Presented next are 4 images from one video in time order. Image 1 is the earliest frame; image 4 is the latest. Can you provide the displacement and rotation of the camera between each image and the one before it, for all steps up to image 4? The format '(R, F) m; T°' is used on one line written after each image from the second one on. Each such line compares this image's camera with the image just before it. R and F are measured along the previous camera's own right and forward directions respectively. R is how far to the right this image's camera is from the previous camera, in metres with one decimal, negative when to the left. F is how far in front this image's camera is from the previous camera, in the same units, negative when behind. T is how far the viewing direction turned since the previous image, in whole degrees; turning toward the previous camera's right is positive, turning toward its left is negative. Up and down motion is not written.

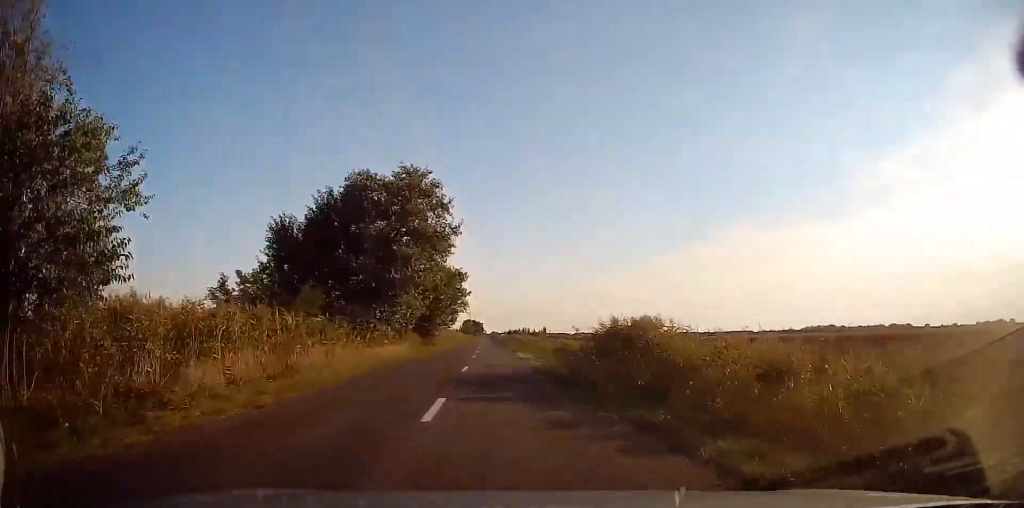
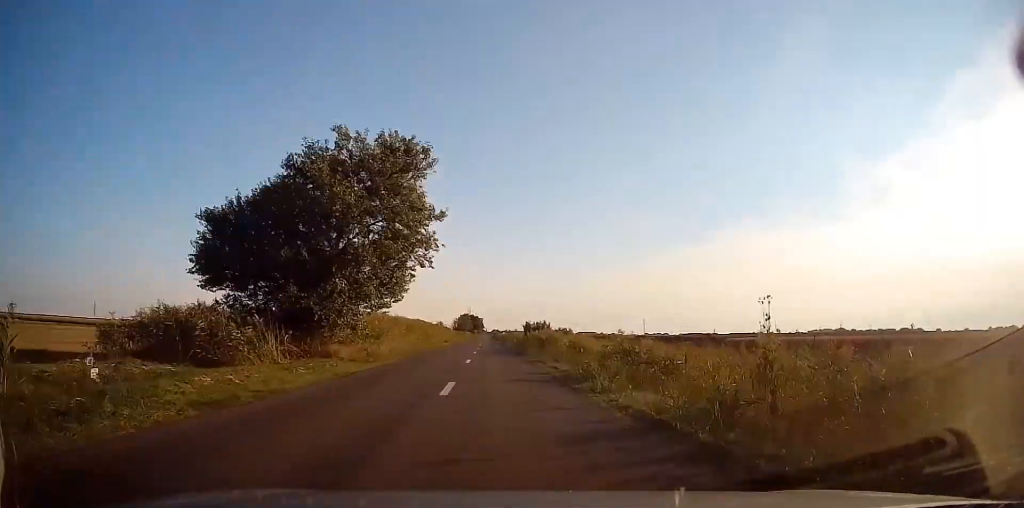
(+0.1, +46.3) m; 0°
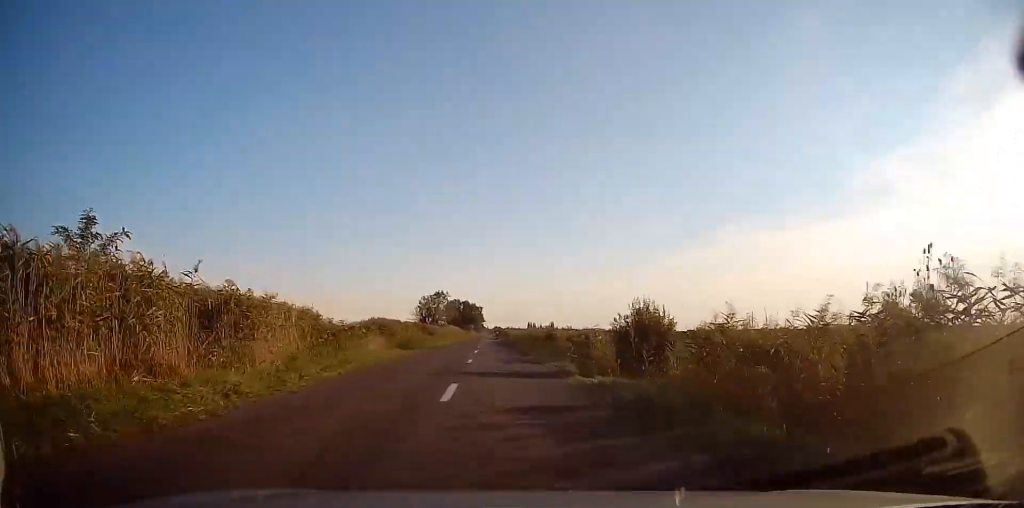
(-0.4, +85.0) m; -1°
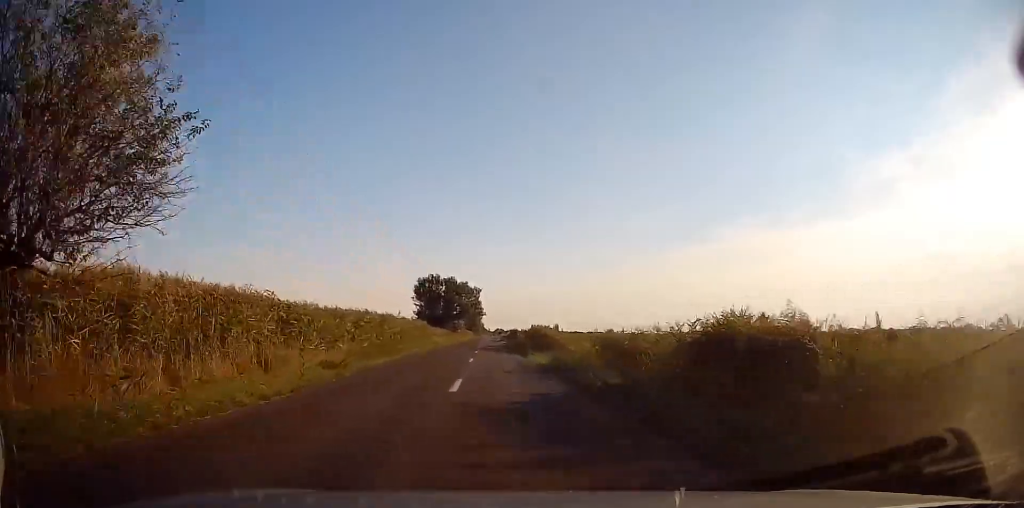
(0.0, +68.9) m; 0°
